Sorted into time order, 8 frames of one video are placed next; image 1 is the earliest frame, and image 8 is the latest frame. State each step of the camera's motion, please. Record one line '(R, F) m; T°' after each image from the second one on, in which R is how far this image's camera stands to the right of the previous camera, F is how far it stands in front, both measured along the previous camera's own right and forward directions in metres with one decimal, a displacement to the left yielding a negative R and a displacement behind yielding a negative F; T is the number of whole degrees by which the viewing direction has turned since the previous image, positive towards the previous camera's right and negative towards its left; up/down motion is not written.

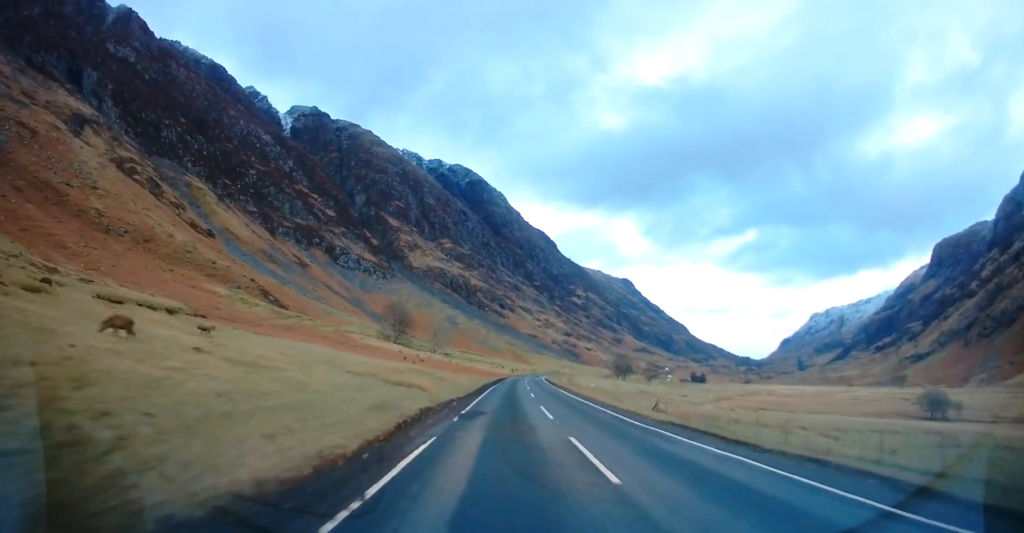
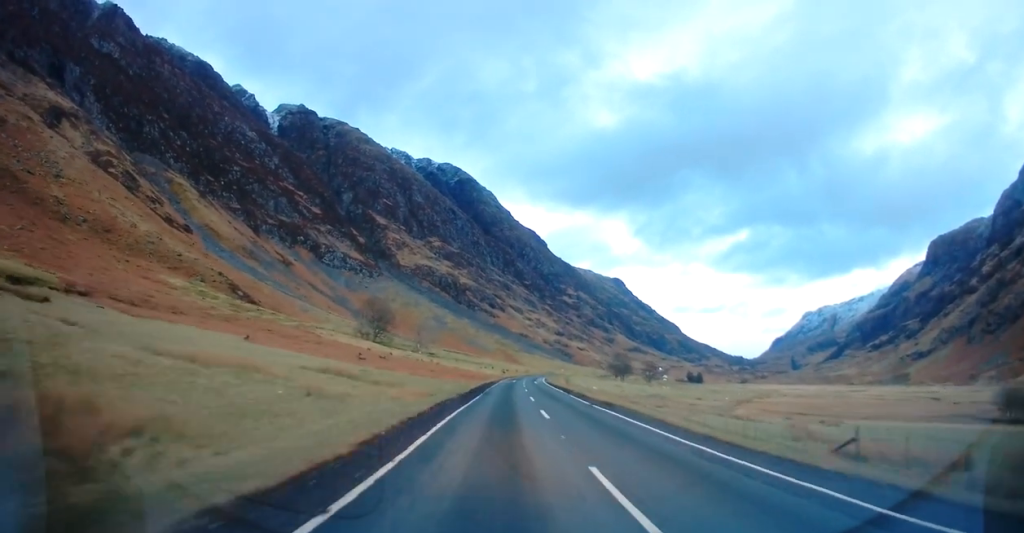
(+0.4, +25.3) m; +2°
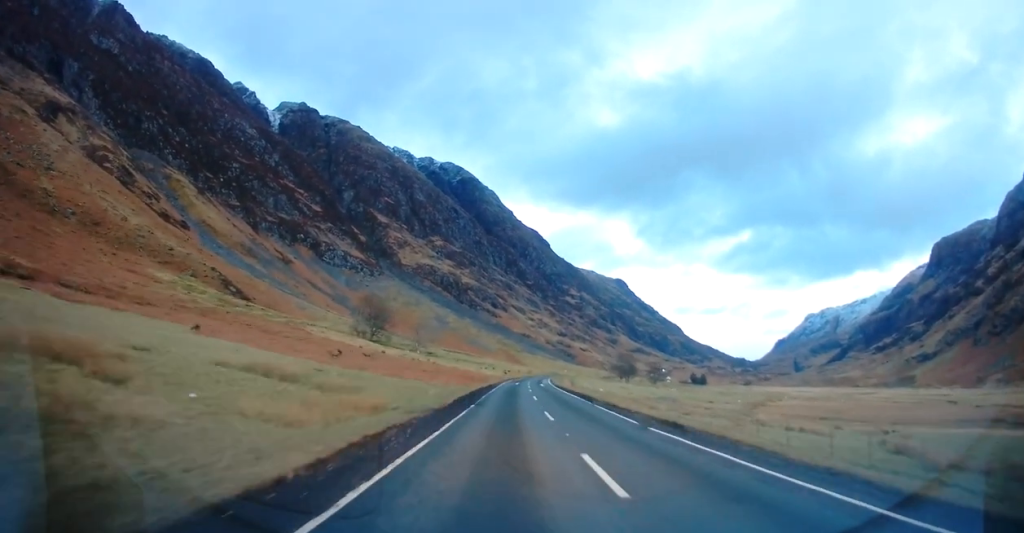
(+0.1, +10.3) m; 0°
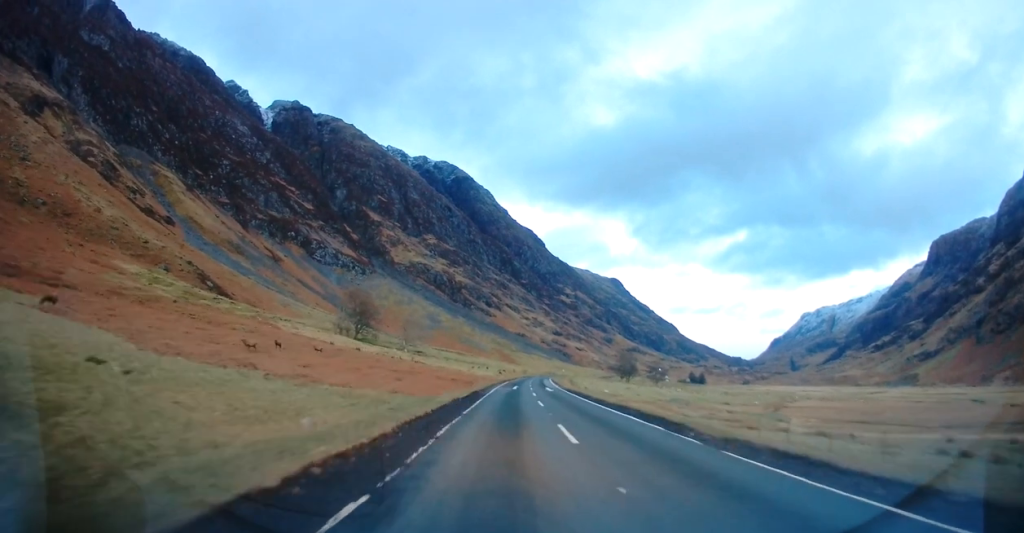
(+0.4, +16.8) m; 0°
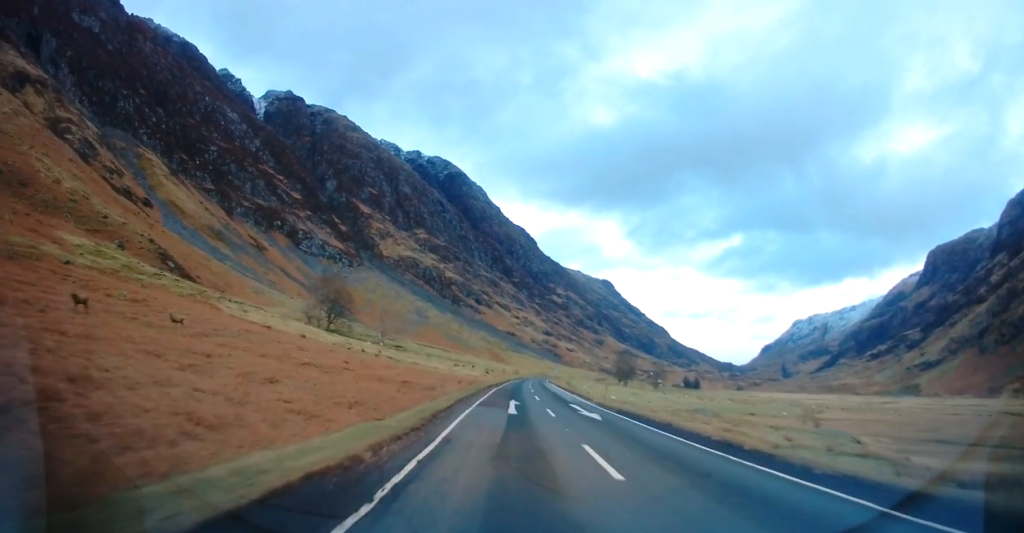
(-0.5, +25.3) m; -1°
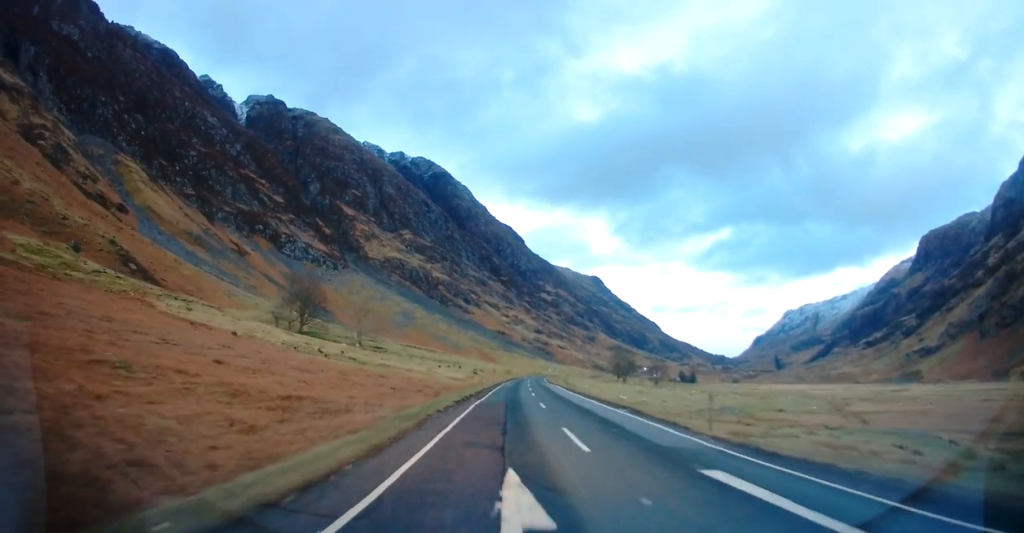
(0.0, +18.9) m; +1°
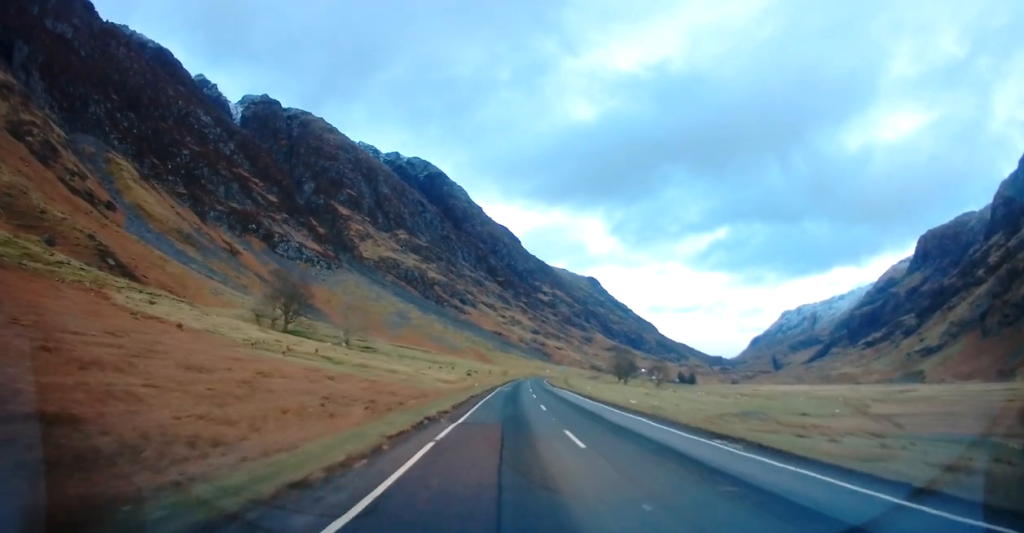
(+0.2, +11.5) m; +1°
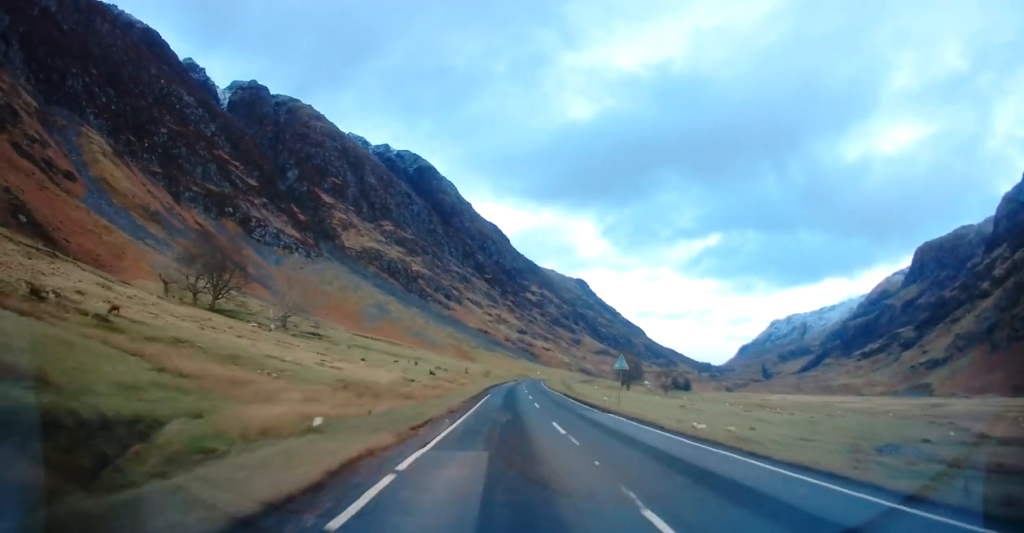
(+0.7, +40.7) m; +2°
